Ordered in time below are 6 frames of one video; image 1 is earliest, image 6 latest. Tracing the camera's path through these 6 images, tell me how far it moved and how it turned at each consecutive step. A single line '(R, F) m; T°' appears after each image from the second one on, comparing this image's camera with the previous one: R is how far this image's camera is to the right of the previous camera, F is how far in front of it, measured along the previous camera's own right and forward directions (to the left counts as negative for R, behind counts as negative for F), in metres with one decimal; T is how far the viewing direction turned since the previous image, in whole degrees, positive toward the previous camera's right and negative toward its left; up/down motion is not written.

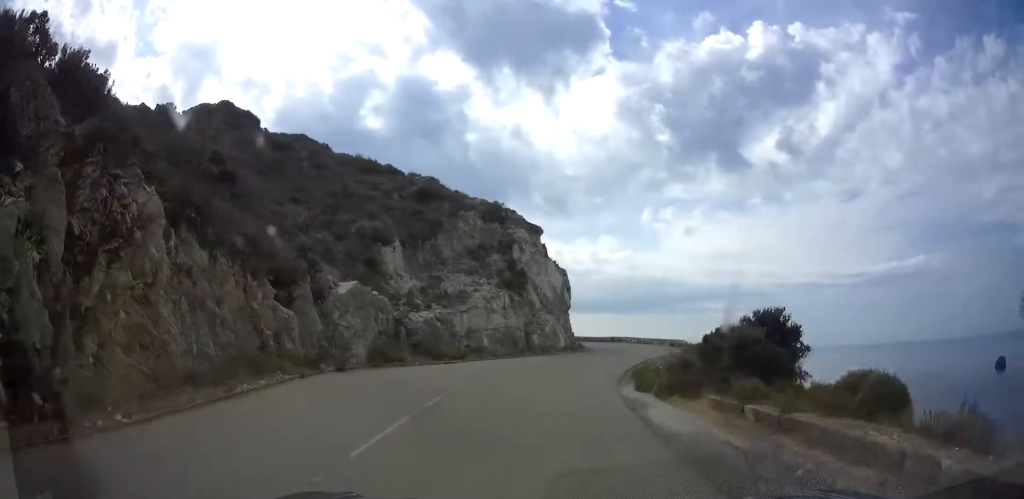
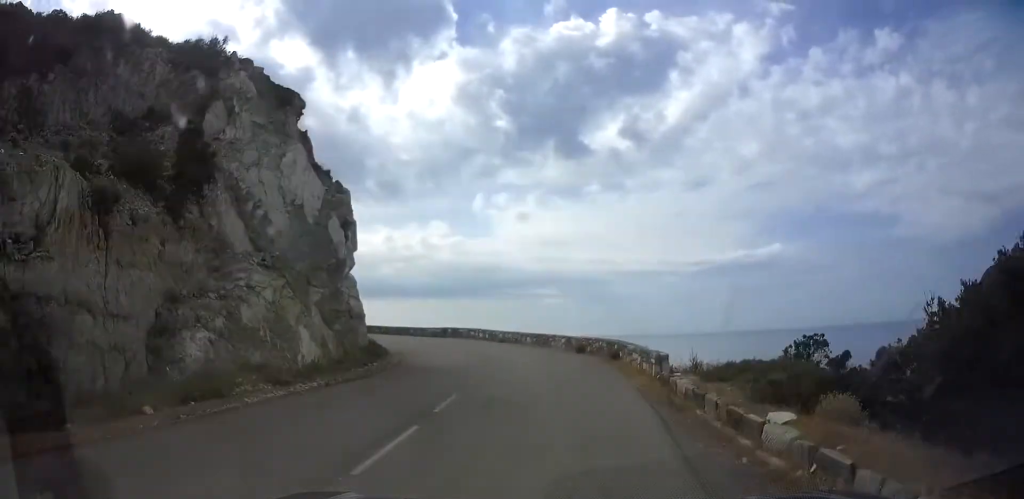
(+3.9, +29.4) m; +15°
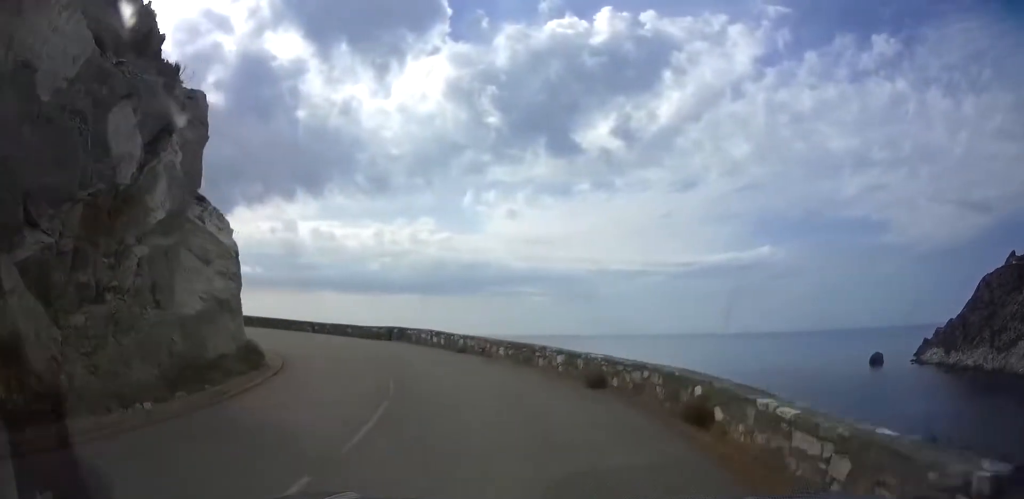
(0.0, +12.0) m; -3°
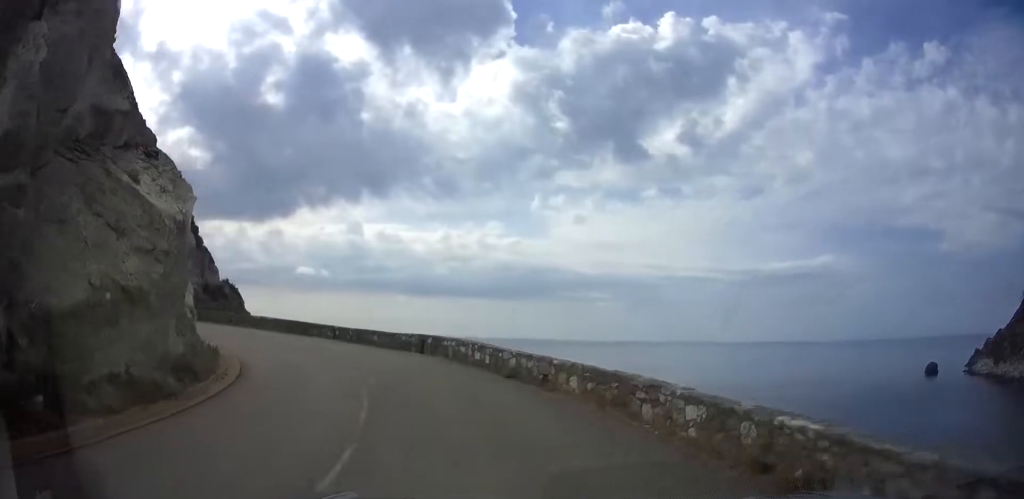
(-0.1, +7.3) m; -5°
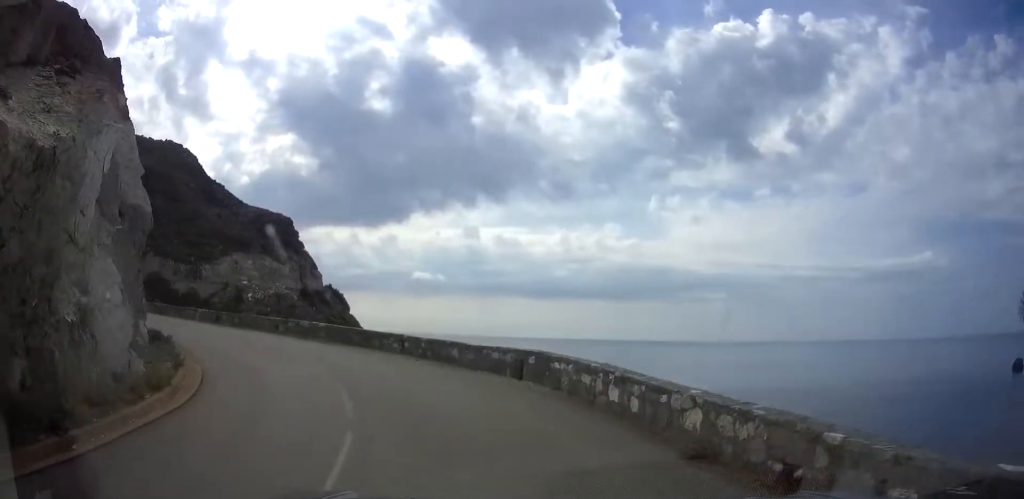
(-0.6, +7.9) m; -7°
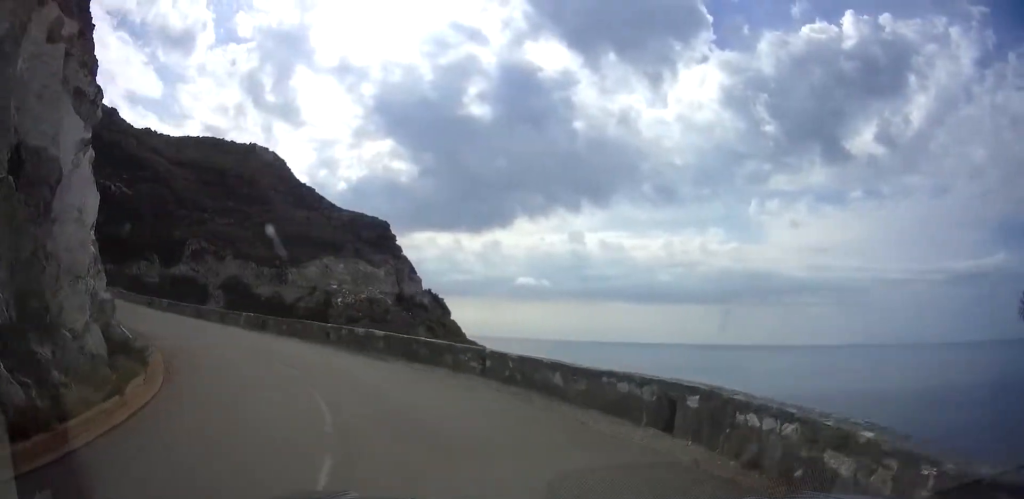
(-0.3, +5.8) m; -7°
